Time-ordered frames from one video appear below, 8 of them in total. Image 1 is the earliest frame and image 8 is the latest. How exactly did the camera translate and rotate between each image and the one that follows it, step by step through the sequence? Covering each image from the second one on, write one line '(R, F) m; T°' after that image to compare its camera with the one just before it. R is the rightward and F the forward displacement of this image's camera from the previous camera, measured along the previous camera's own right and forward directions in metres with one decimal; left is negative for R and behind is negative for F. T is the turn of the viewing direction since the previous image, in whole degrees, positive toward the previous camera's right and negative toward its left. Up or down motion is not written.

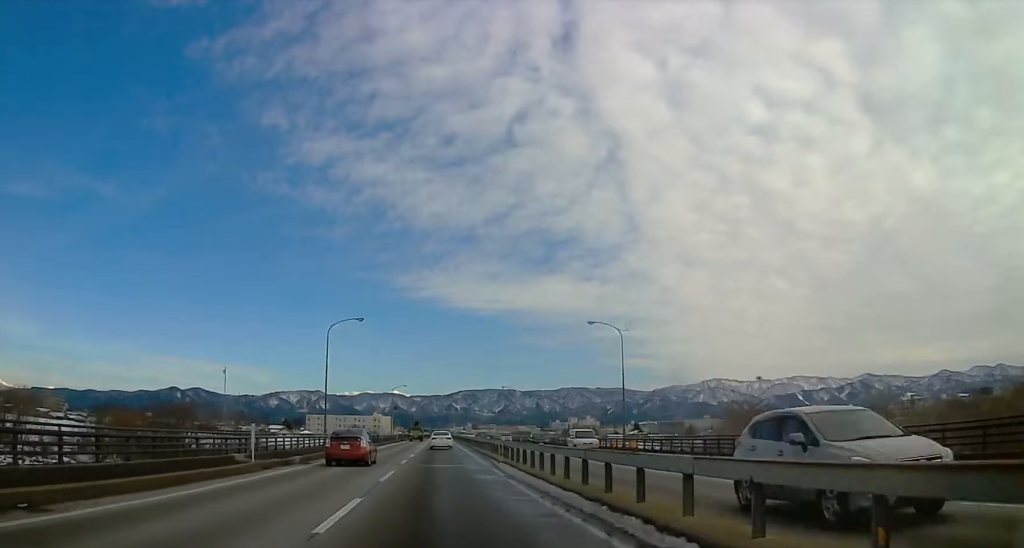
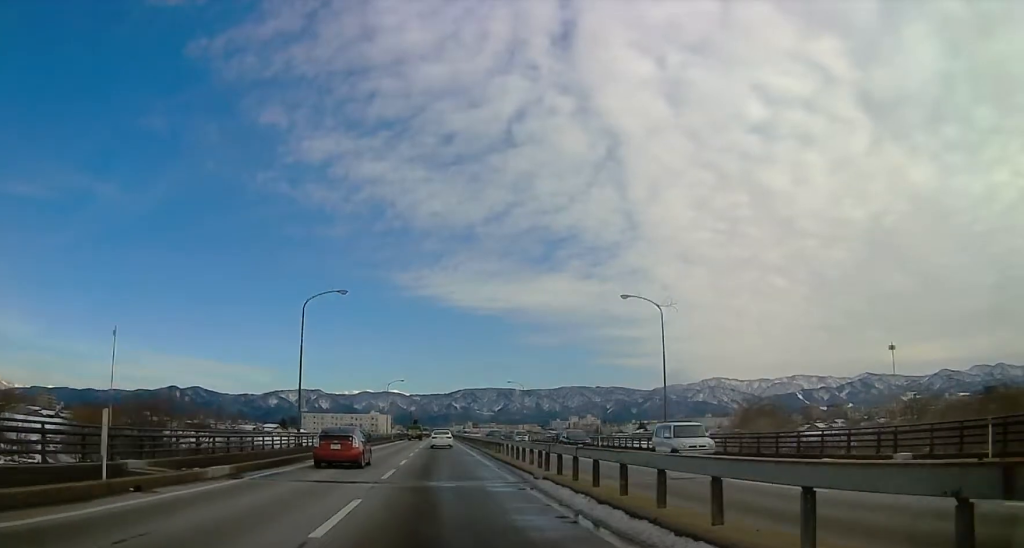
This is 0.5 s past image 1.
(-0.2, +10.8) m; -1°
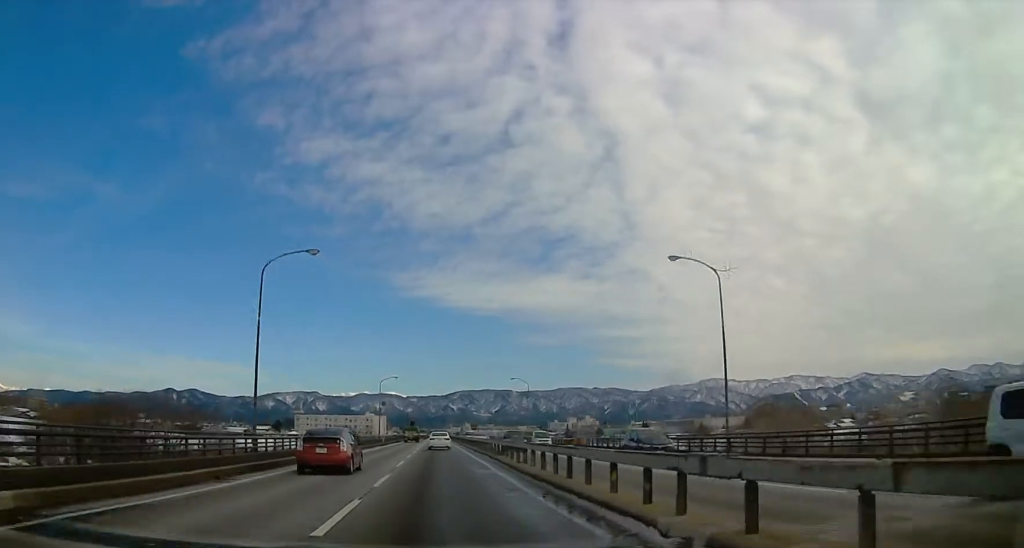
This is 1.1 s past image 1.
(-0.1, +10.8) m; 0°
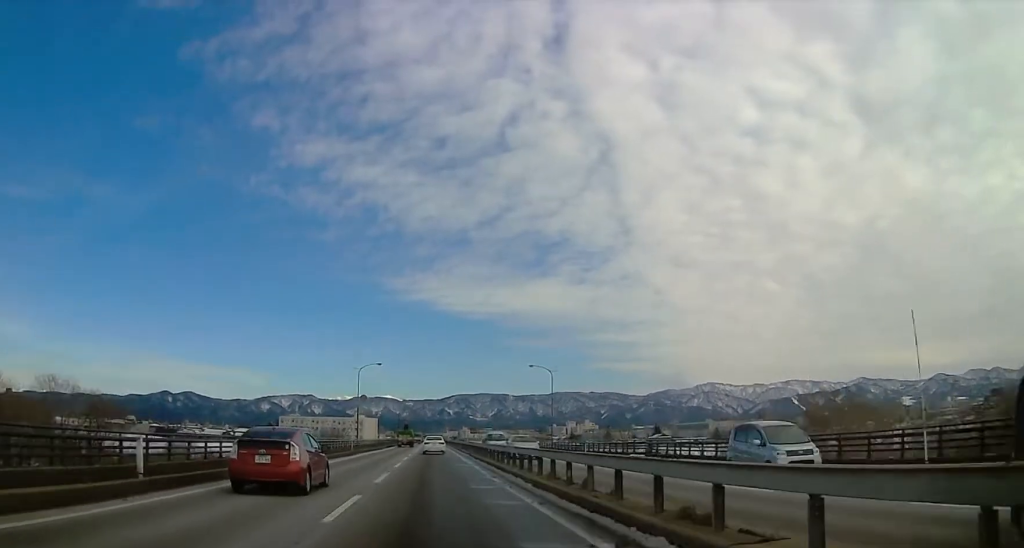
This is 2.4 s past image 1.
(+0.3, +26.7) m; +1°
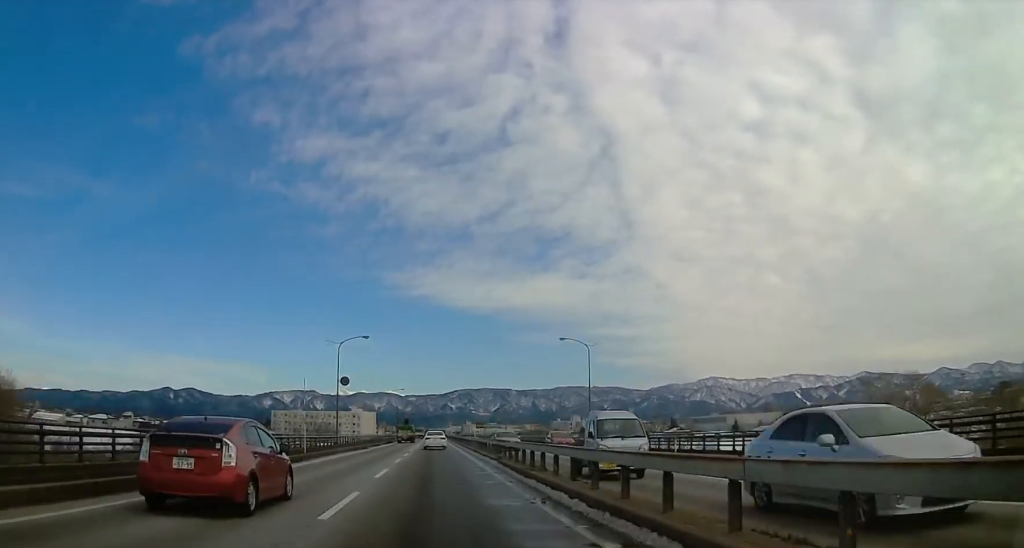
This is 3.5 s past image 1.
(-0.1, +20.4) m; +2°
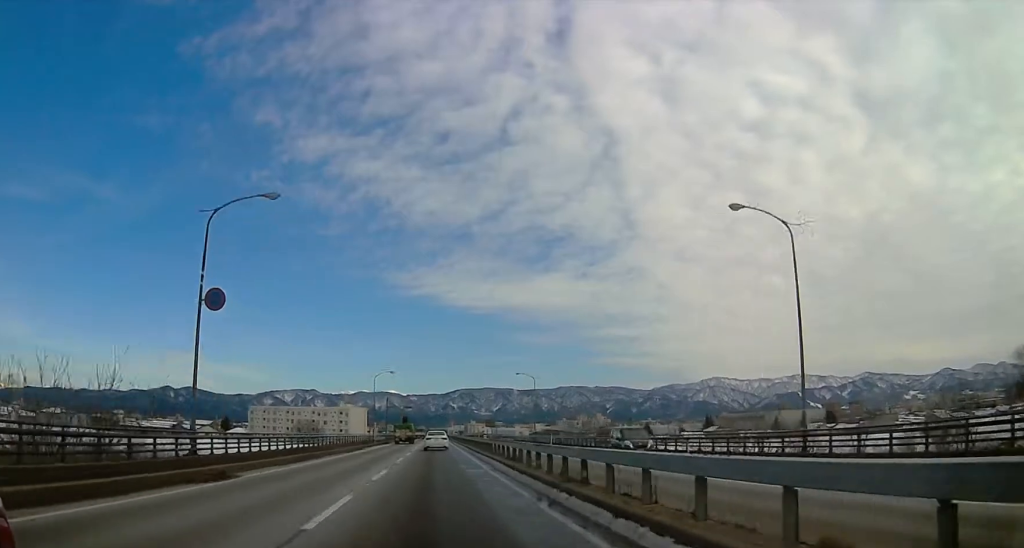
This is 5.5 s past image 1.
(+0.7, +41.4) m; -2°
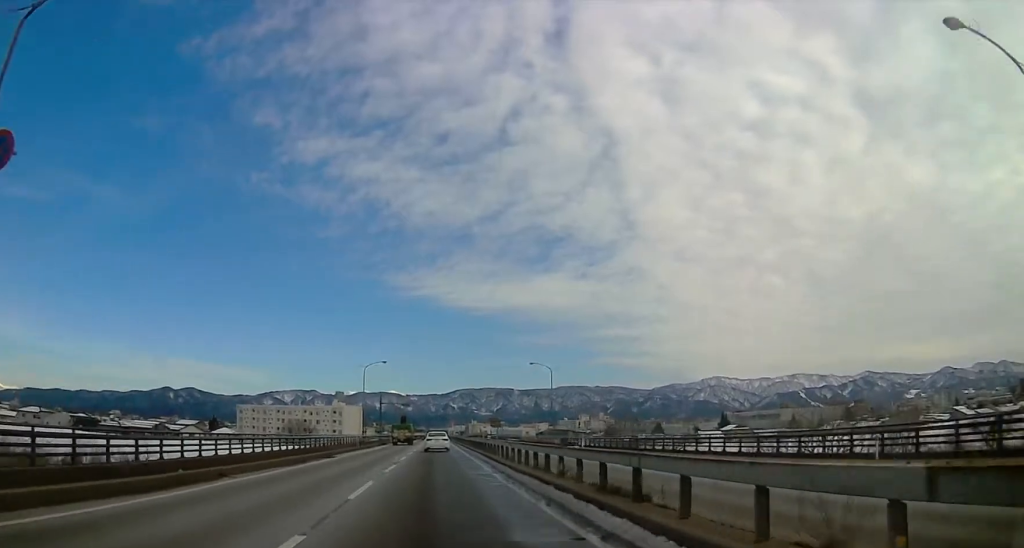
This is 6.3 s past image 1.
(-0.3, +15.4) m; -1°
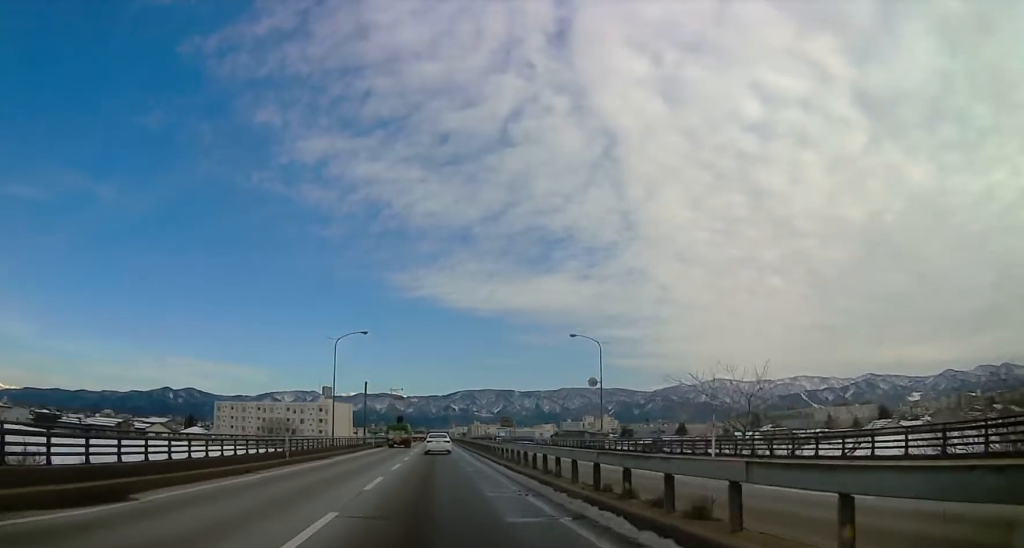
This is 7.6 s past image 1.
(+0.3, +27.0) m; 0°
